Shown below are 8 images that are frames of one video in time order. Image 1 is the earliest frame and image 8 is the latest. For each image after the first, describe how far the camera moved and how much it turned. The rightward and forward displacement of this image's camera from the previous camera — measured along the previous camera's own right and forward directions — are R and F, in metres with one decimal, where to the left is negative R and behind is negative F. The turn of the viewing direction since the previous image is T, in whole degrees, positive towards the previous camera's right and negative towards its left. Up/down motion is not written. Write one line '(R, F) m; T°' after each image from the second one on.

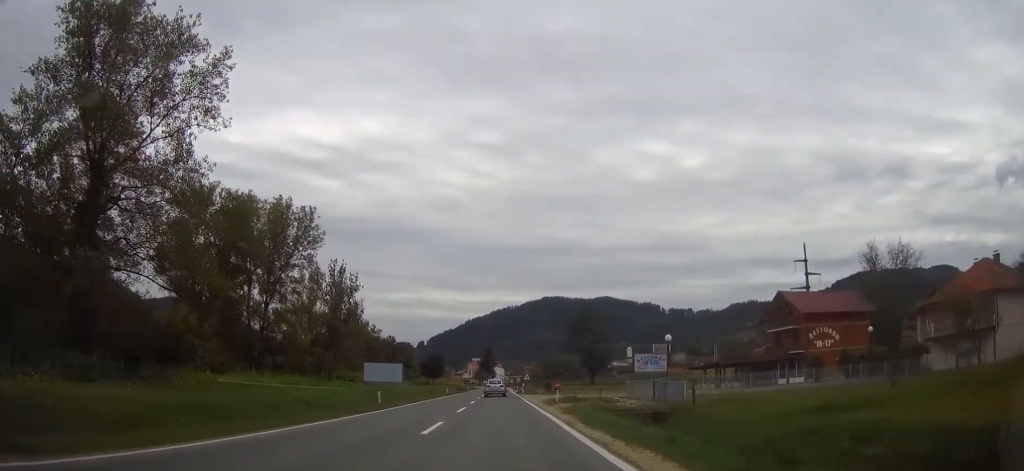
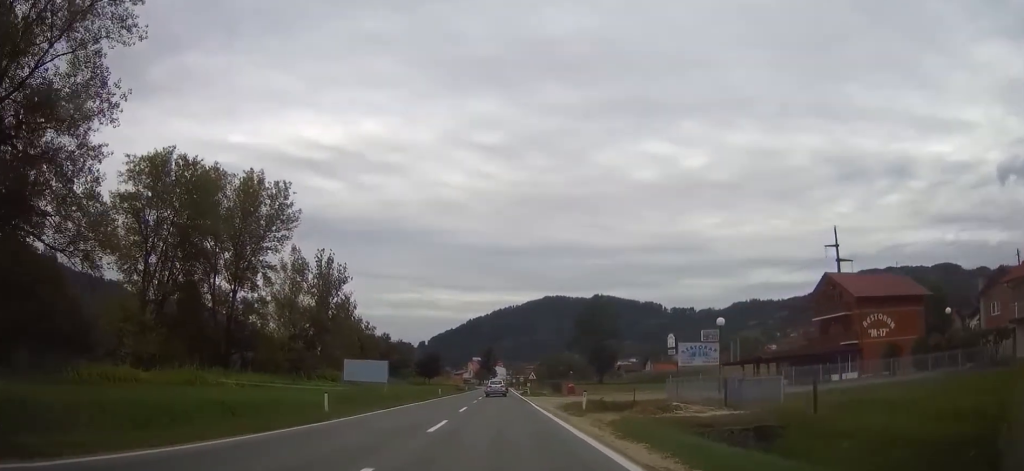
(+0.1, +12.6) m; 0°
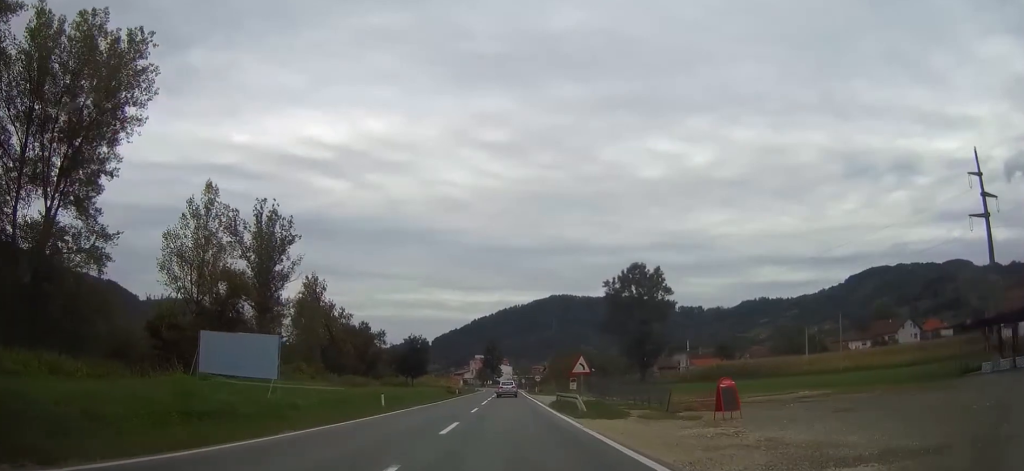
(-0.3, +40.2) m; 0°
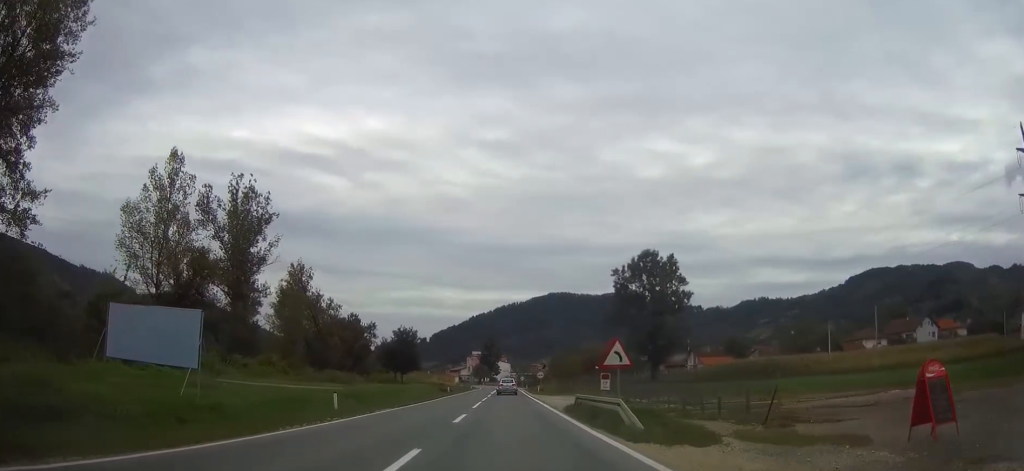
(-0.1, +10.4) m; 0°
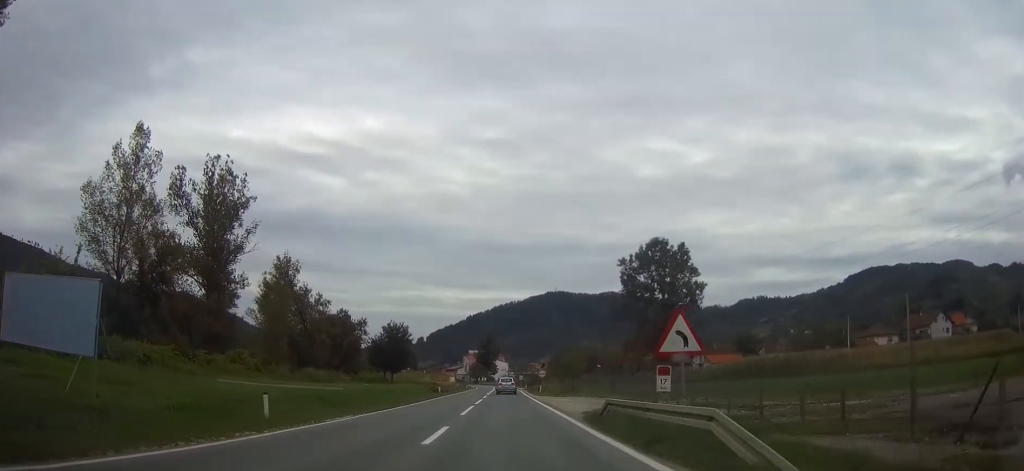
(+0.1, +8.1) m; 0°
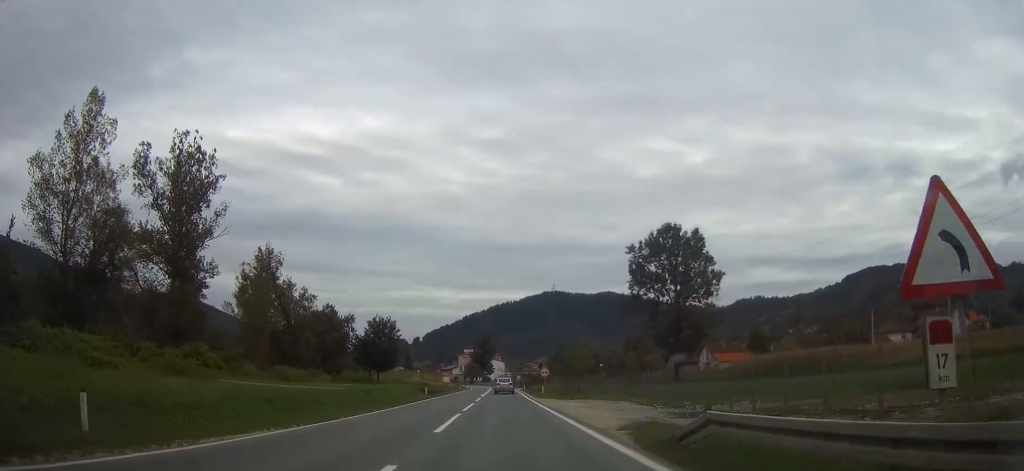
(0.0, +9.2) m; 0°
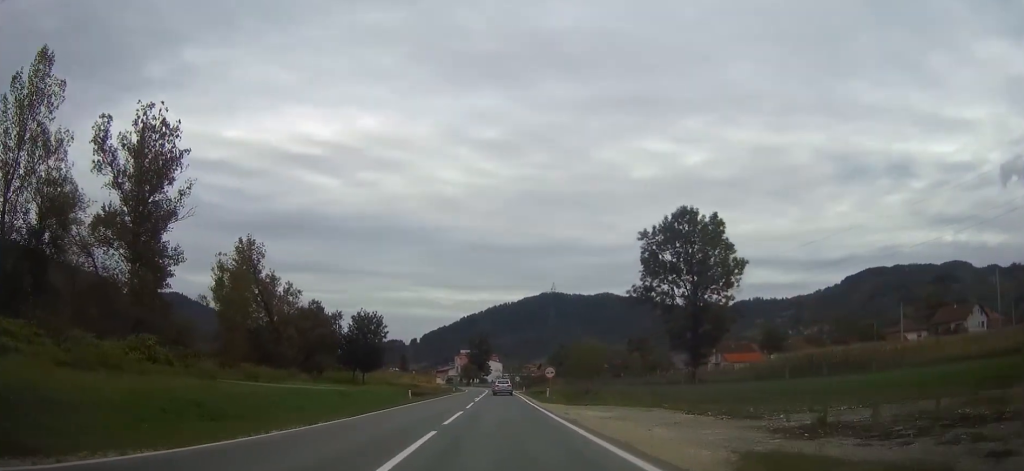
(0.0, +9.2) m; 0°
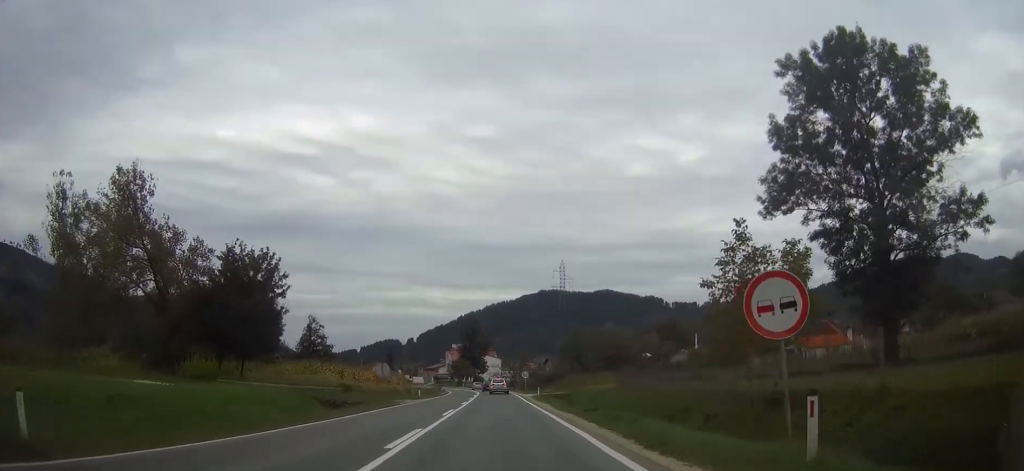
(+0.3, +42.3) m; 0°
